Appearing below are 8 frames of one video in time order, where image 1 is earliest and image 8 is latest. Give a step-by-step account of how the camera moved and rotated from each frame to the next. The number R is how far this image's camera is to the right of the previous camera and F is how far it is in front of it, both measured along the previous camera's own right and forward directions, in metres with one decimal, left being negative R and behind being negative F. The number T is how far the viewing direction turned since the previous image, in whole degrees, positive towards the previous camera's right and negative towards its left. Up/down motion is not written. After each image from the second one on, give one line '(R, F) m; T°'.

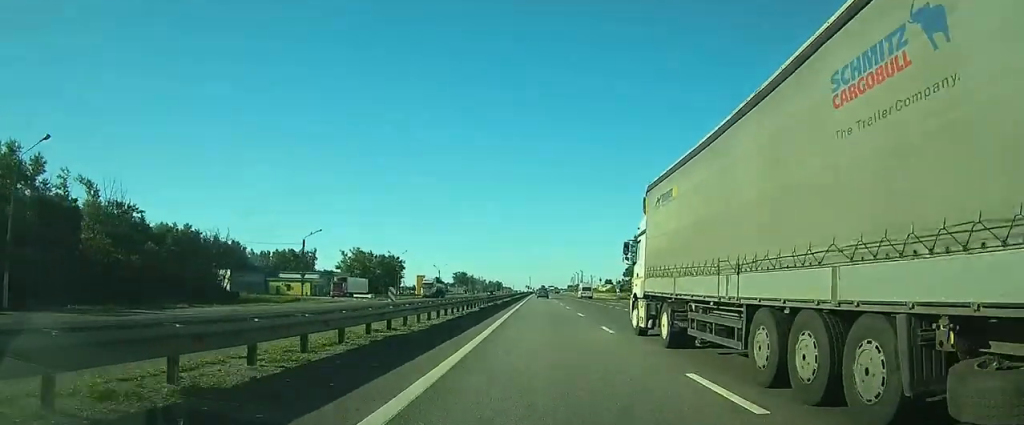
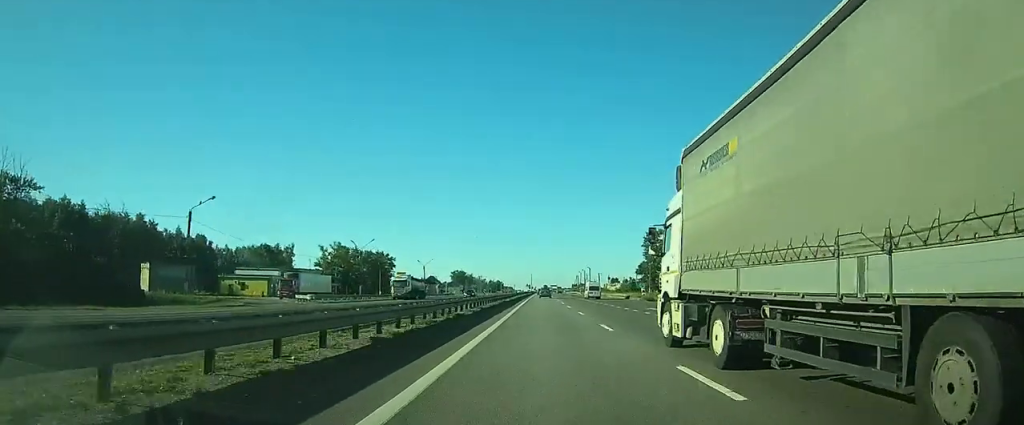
(0.0, +23.3) m; 0°
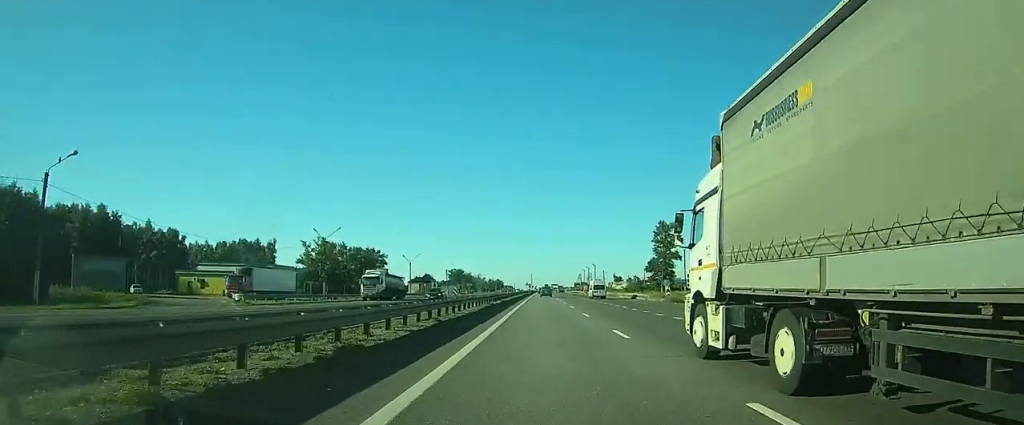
(0.0, +15.1) m; 0°
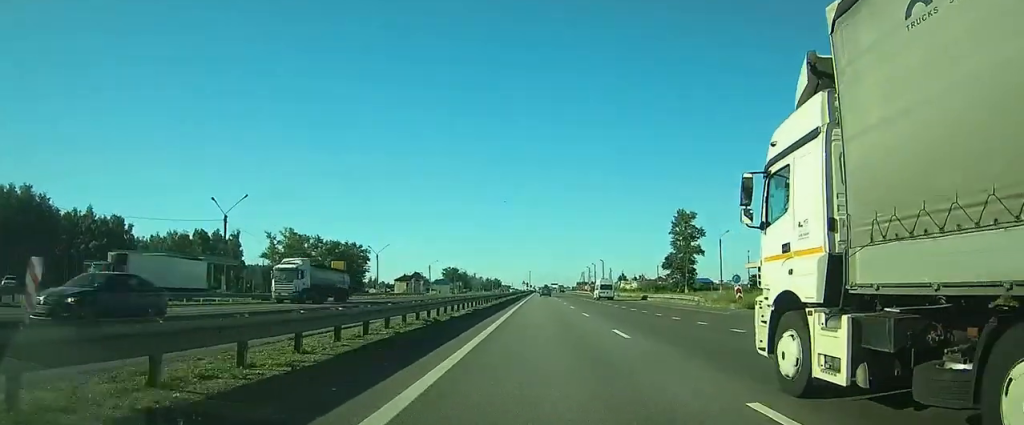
(+0.1, +24.0) m; 0°
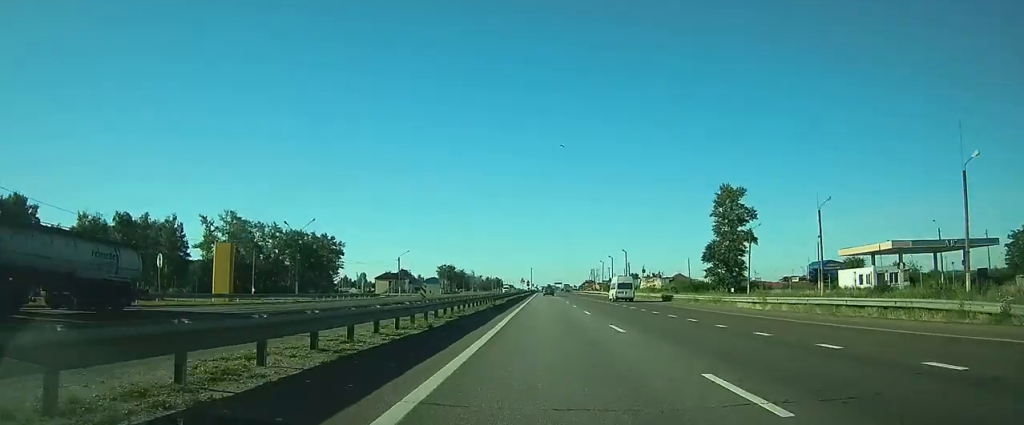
(0.0, +33.7) m; 0°
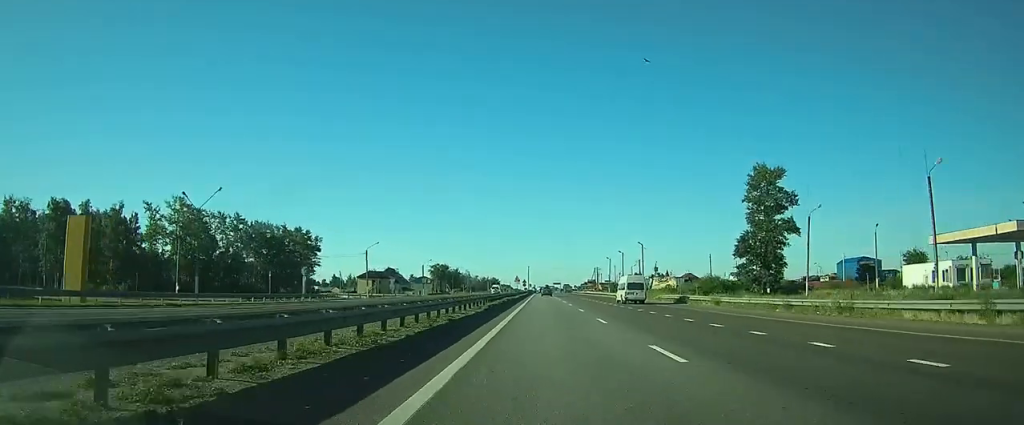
(0.0, +19.5) m; 0°
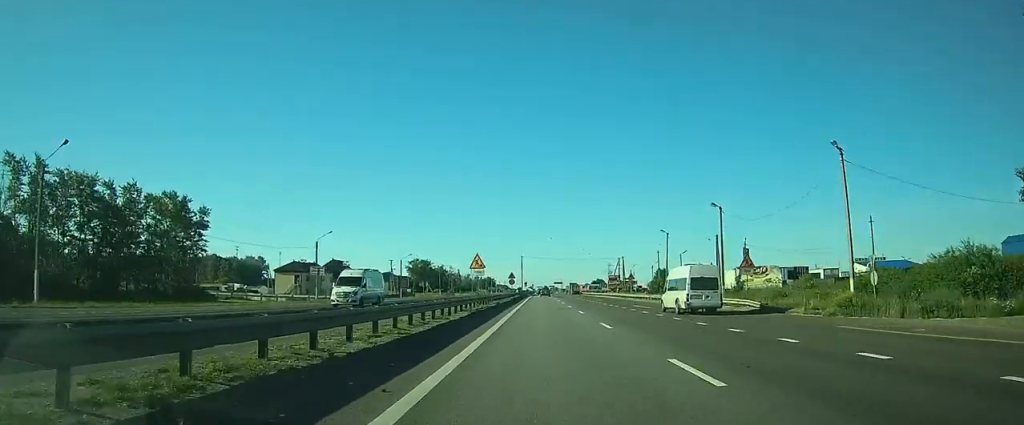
(-0.3, +63.0) m; 0°
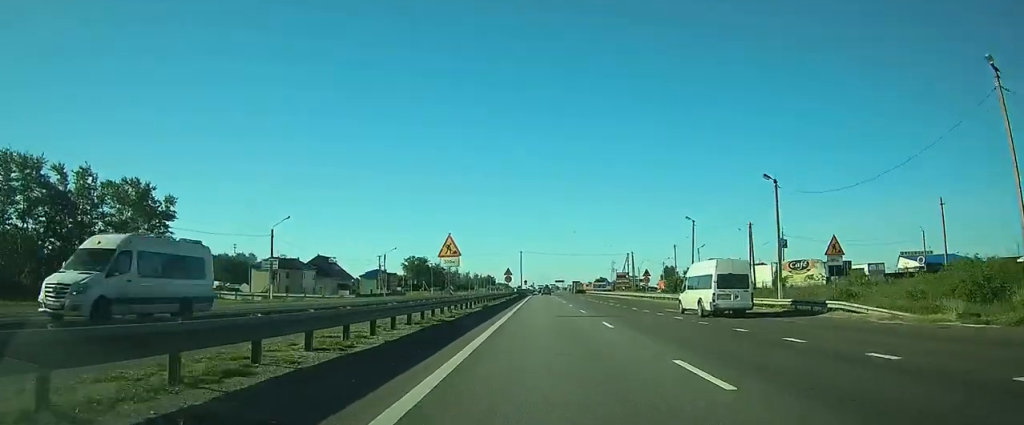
(0.0, +12.4) m; 0°
